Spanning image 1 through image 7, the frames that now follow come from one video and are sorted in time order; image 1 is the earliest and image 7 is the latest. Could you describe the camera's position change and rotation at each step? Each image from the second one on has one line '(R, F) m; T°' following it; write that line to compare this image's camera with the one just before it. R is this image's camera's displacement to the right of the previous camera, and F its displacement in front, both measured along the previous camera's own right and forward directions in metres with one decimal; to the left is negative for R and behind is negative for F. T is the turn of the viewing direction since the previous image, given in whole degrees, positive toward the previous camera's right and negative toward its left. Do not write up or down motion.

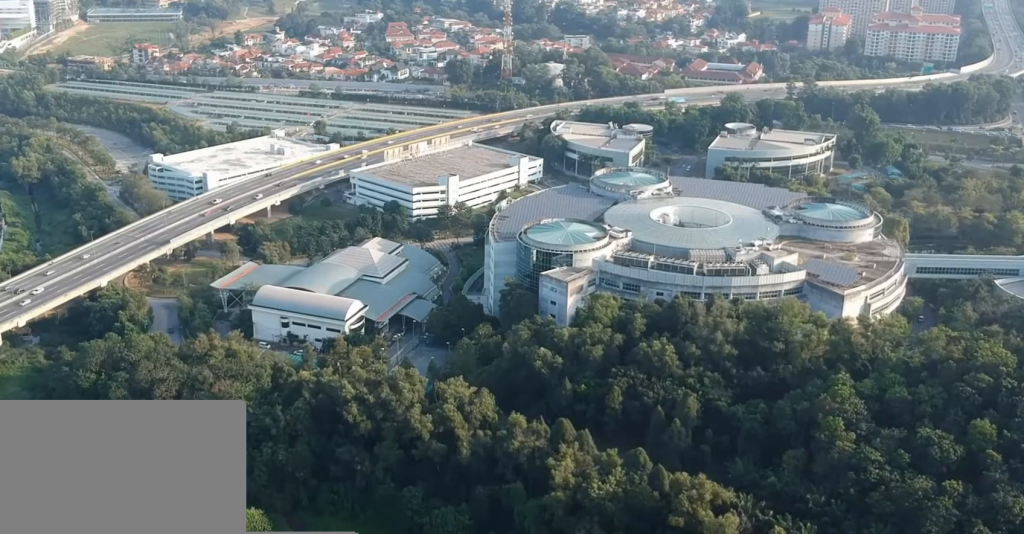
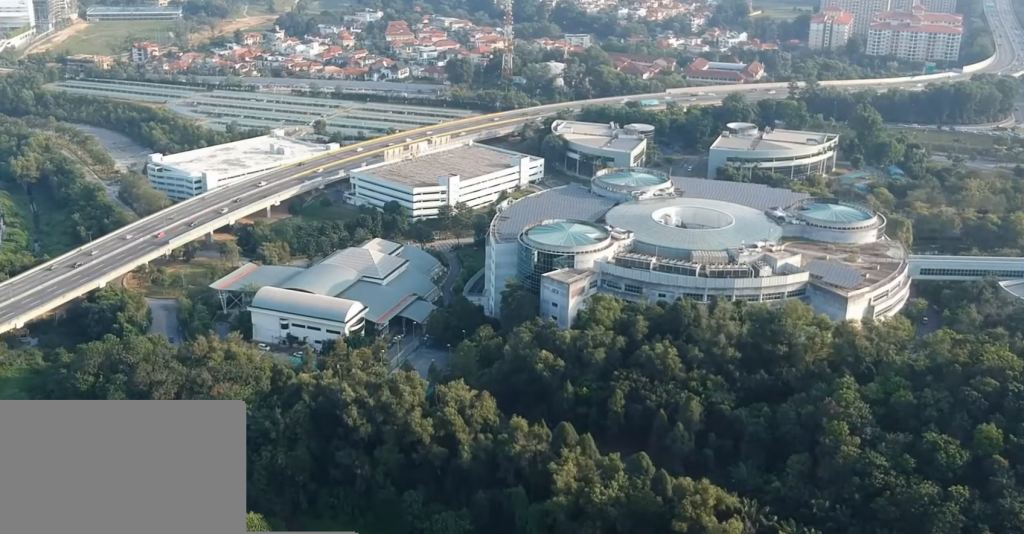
(0.0, +2.7) m; +1°
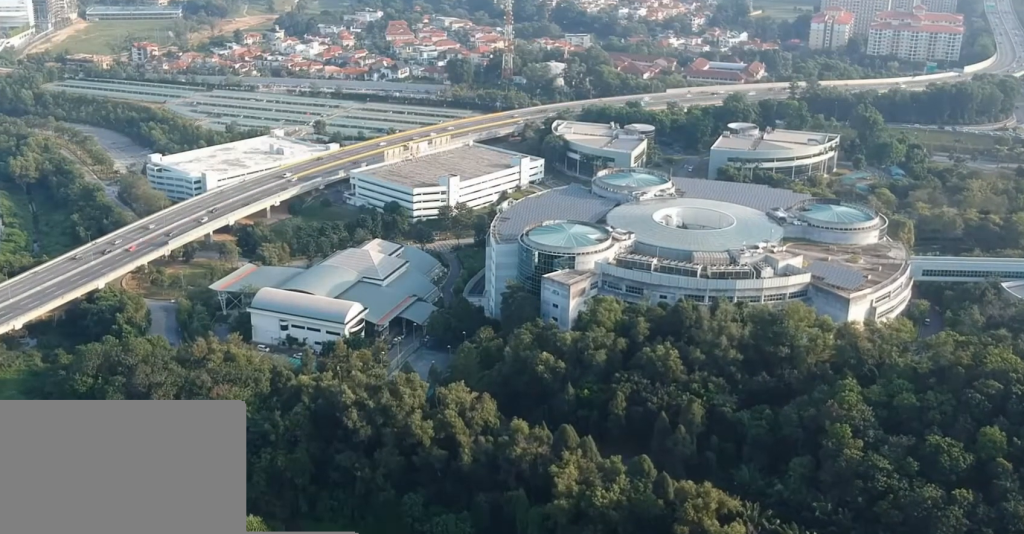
(0.0, +1.5) m; +1°
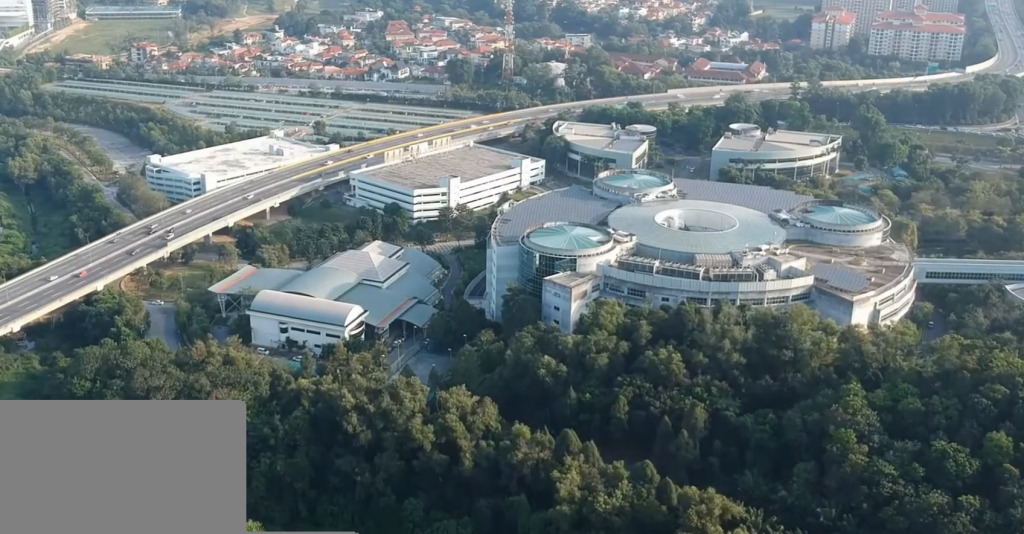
(0.0, +2.4) m; +1°
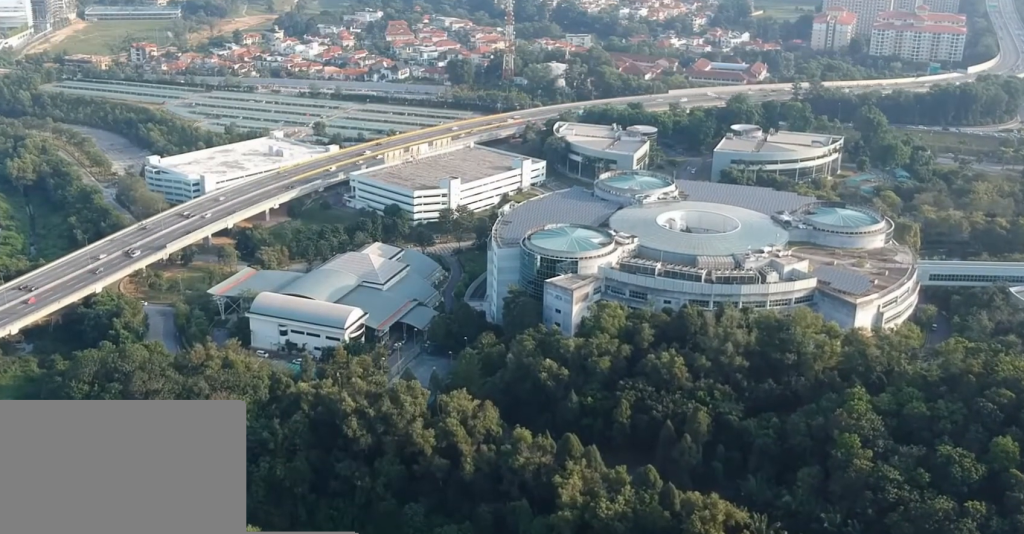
(0.0, +2.3) m; +1°
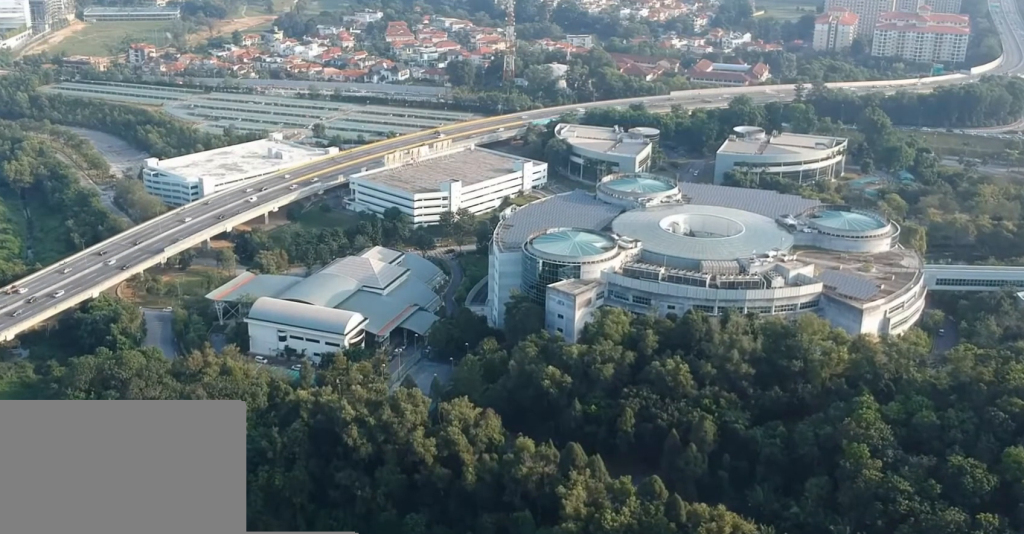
(0.0, +4.5) m; +1°
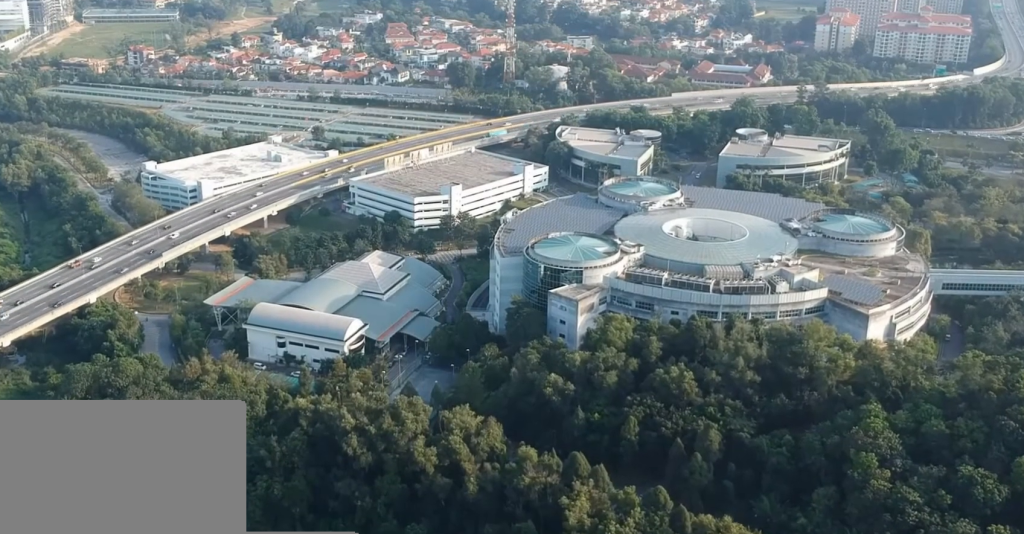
(+0.1, +4.2) m; +1°
